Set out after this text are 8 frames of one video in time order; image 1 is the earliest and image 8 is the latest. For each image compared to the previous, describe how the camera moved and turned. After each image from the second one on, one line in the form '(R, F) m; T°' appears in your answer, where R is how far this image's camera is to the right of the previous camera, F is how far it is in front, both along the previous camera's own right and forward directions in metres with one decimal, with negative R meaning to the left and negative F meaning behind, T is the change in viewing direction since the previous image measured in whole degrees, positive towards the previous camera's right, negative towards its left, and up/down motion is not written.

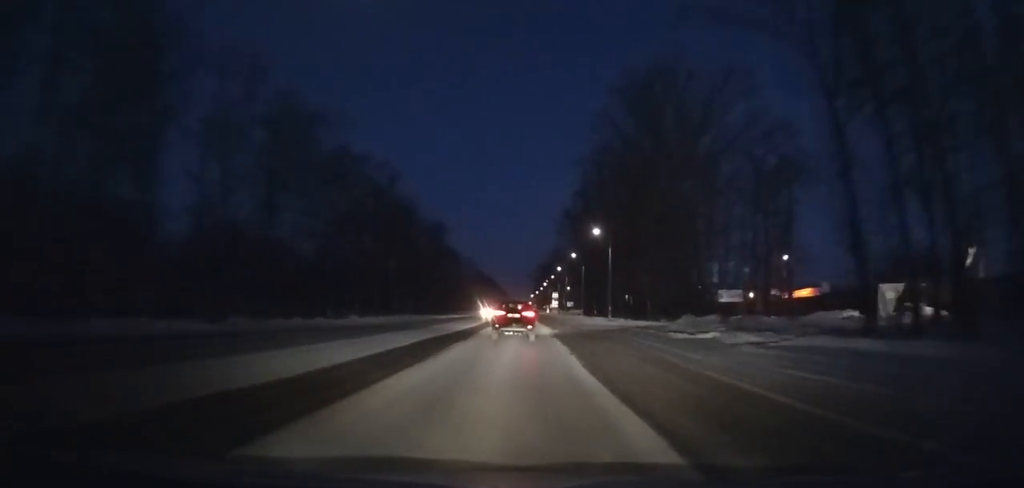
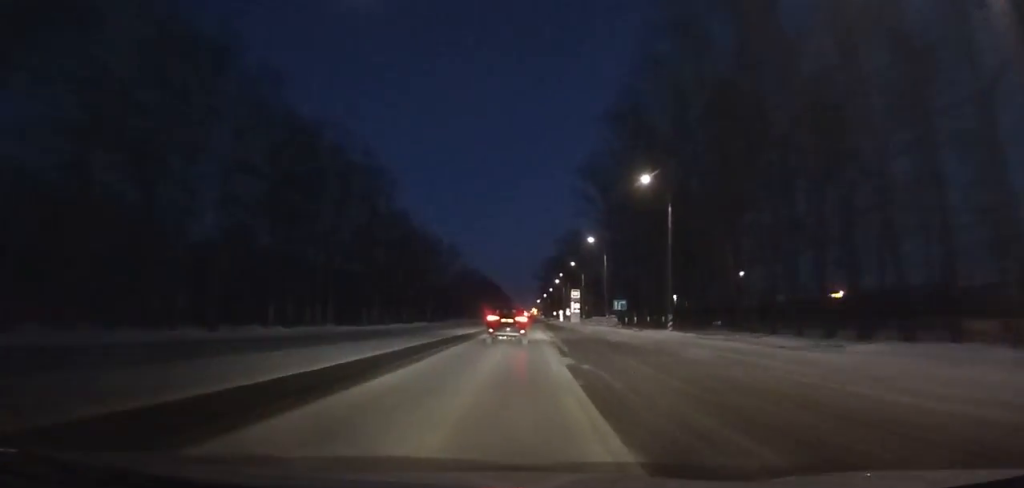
(0.0, +61.2) m; 0°
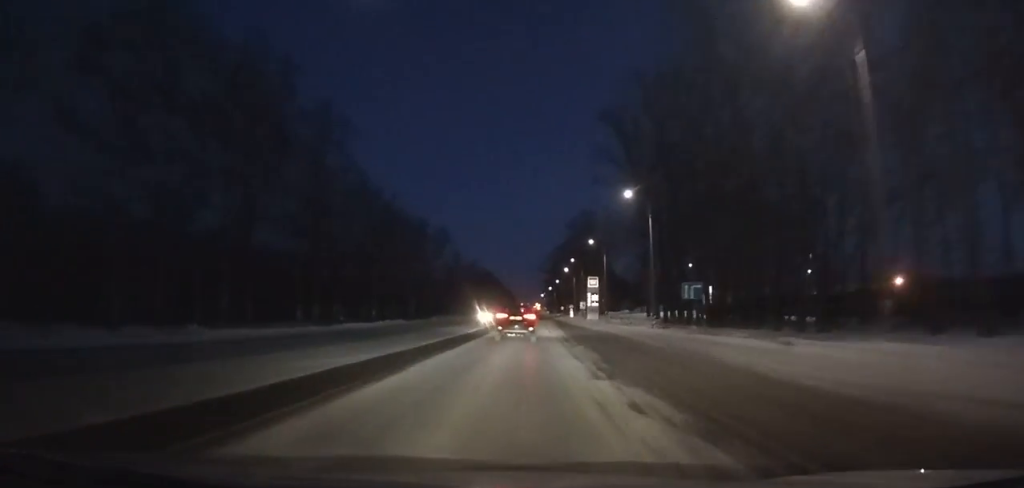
(-0.1, +24.0) m; 0°
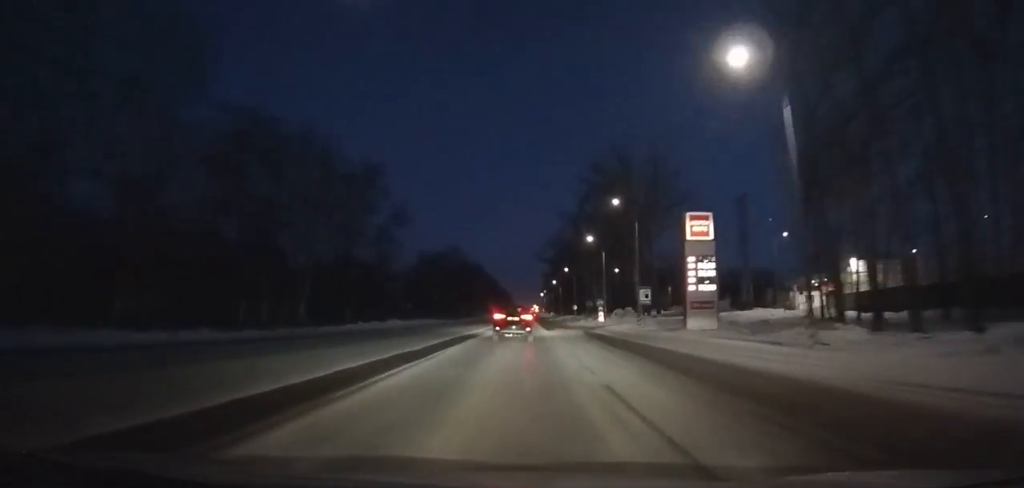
(-0.2, +55.3) m; 0°
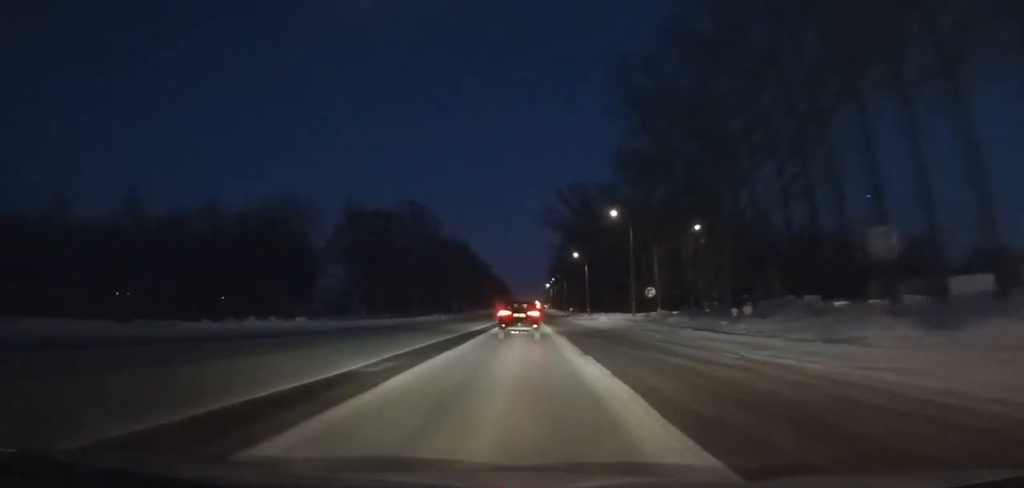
(0.0, +69.9) m; 0°
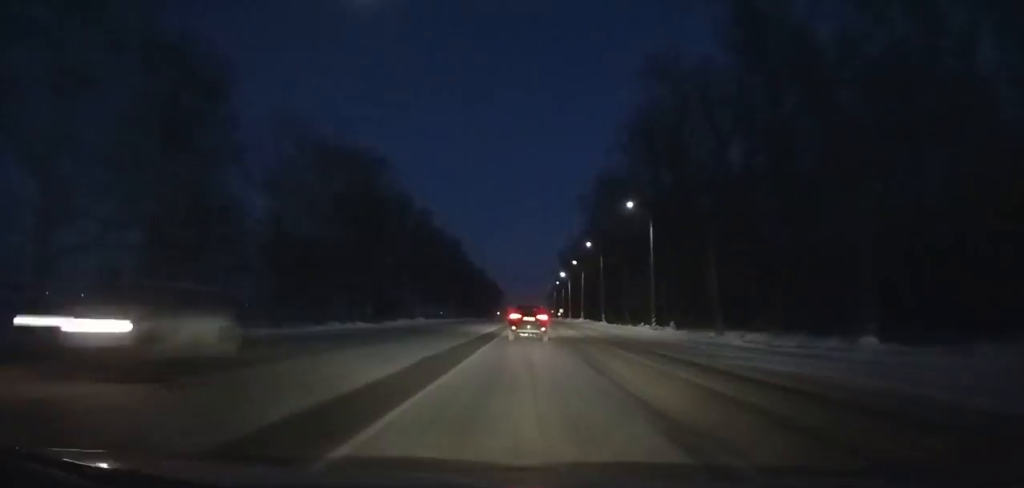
(0.0, +110.3) m; 0°
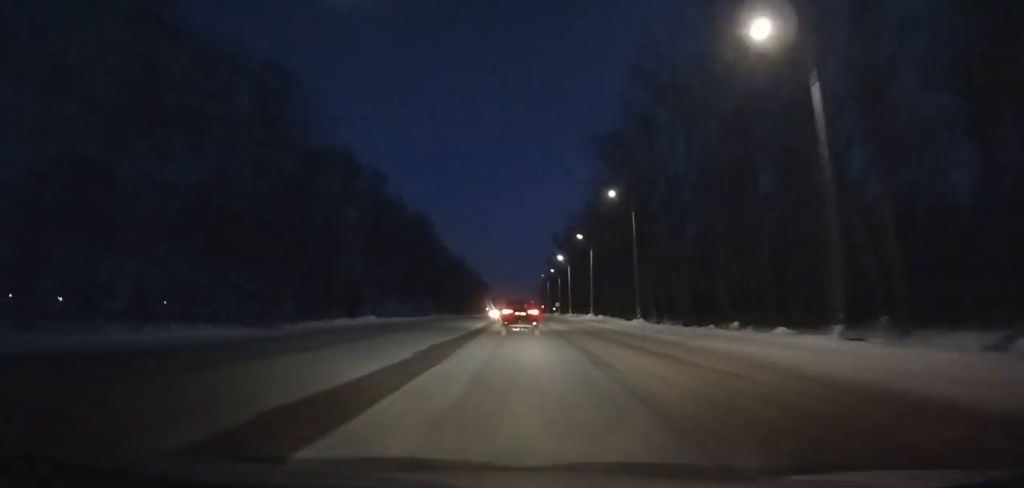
(+0.2, +29.5) m; 0°
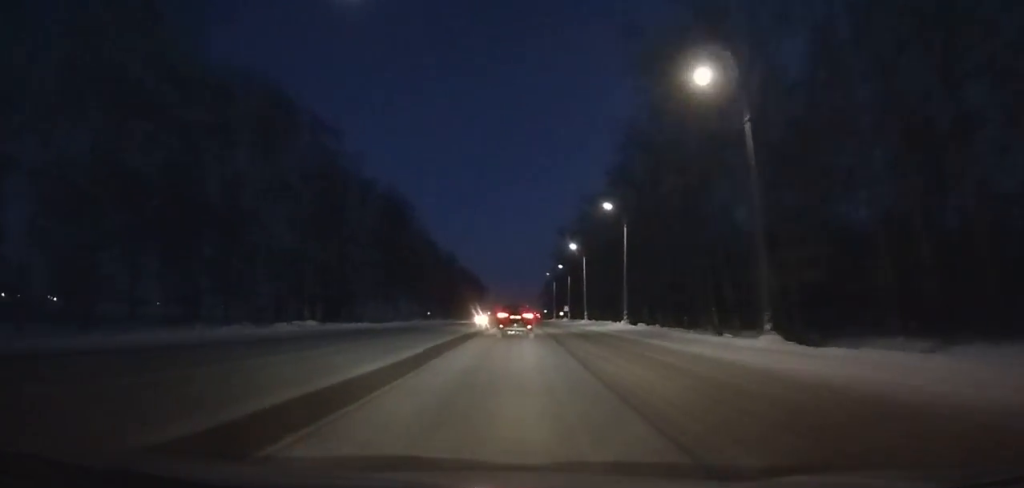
(-0.1, +26.1) m; 0°
